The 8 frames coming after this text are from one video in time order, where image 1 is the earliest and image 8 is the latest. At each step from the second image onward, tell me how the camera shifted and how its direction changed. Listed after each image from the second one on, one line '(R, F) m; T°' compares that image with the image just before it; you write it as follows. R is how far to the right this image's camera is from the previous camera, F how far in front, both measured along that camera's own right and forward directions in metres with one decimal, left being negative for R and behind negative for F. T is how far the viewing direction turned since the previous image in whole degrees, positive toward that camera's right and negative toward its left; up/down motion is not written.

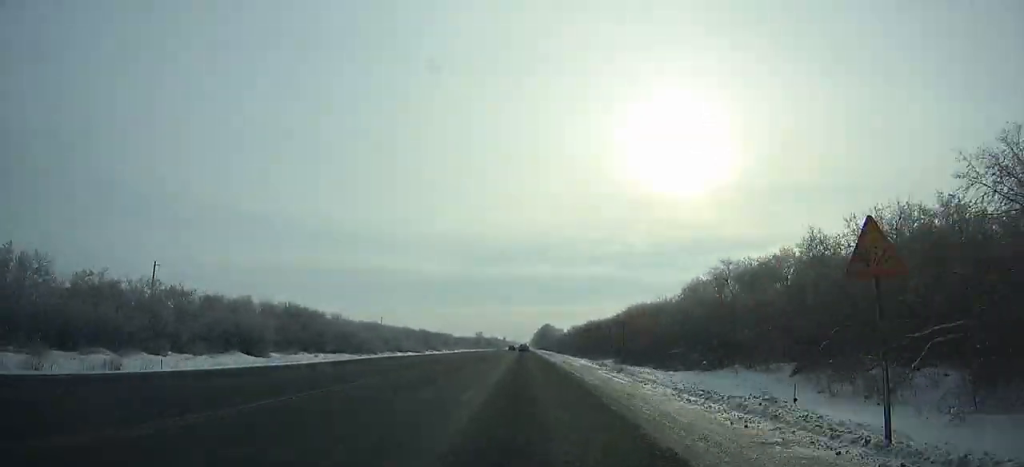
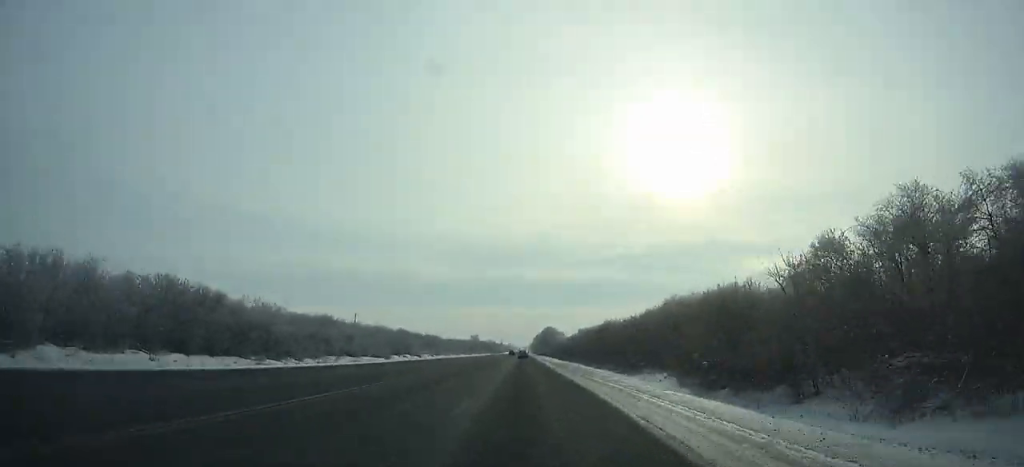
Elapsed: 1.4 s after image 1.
(-1.4, +42.7) m; +2°
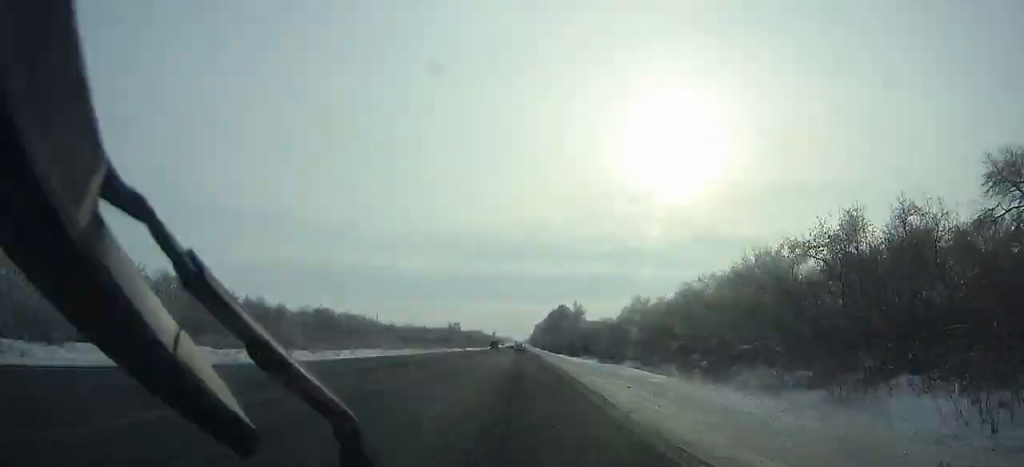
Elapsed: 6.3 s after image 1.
(+29.7, +164.3) m; +14°
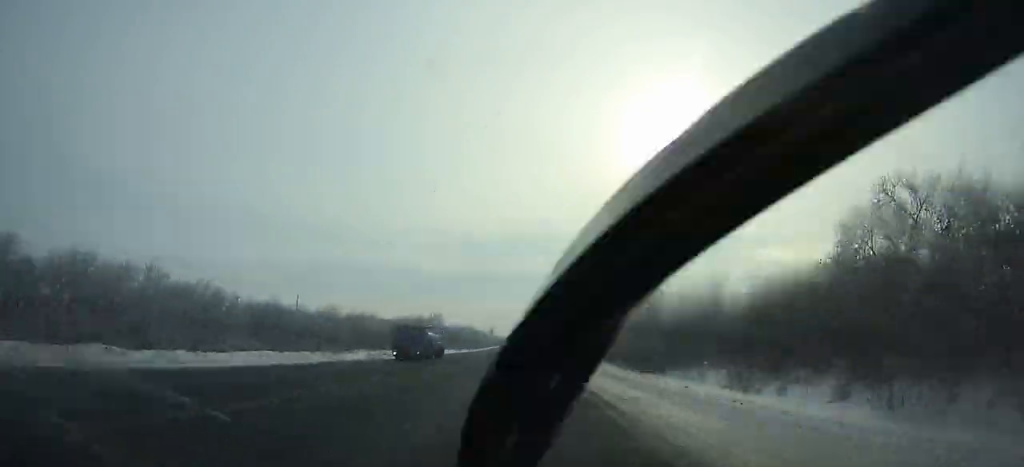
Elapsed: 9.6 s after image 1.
(-2.6, +114.5) m; -29°
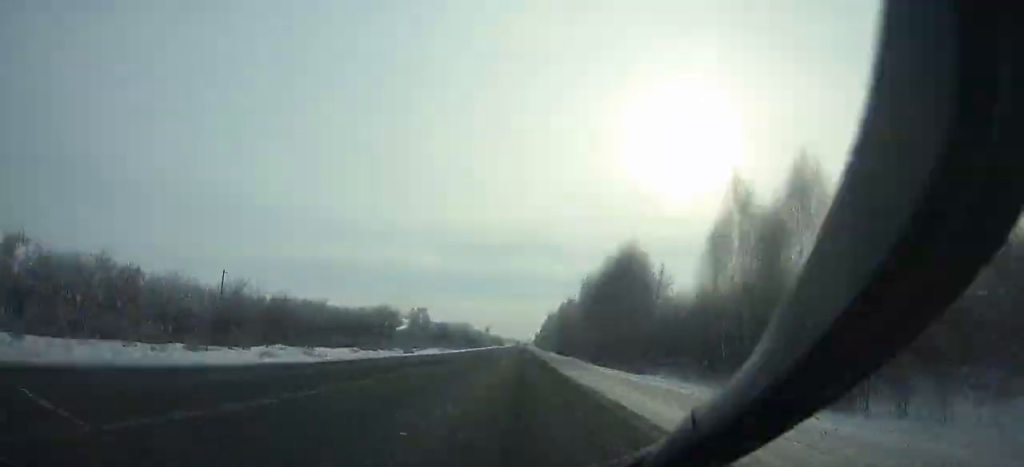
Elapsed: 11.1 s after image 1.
(+3.6, +39.5) m; -19°
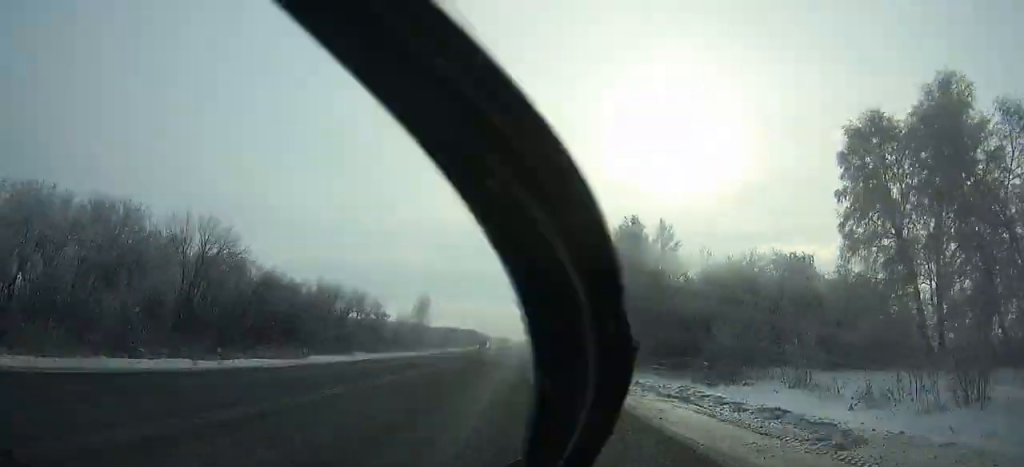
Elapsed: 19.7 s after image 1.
(+30.2, +189.4) m; +30°
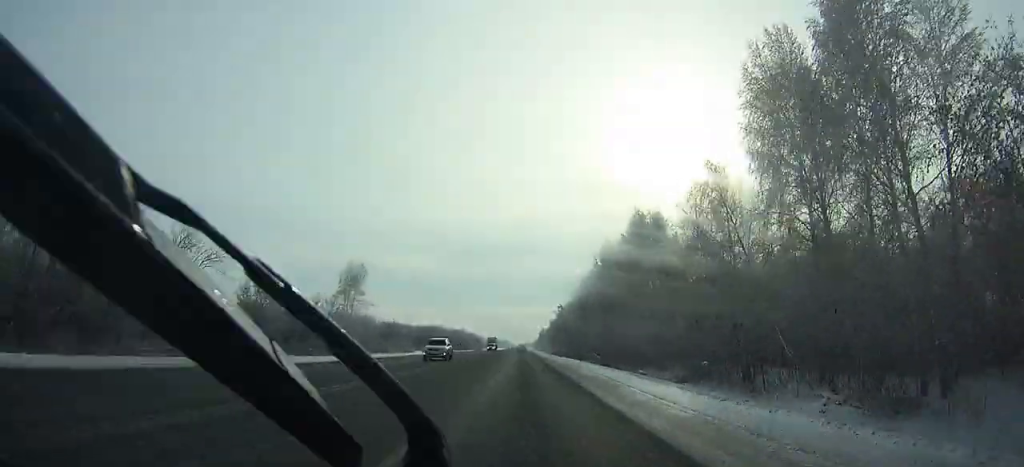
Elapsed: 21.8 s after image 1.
(+0.1, +56.4) m; -1°
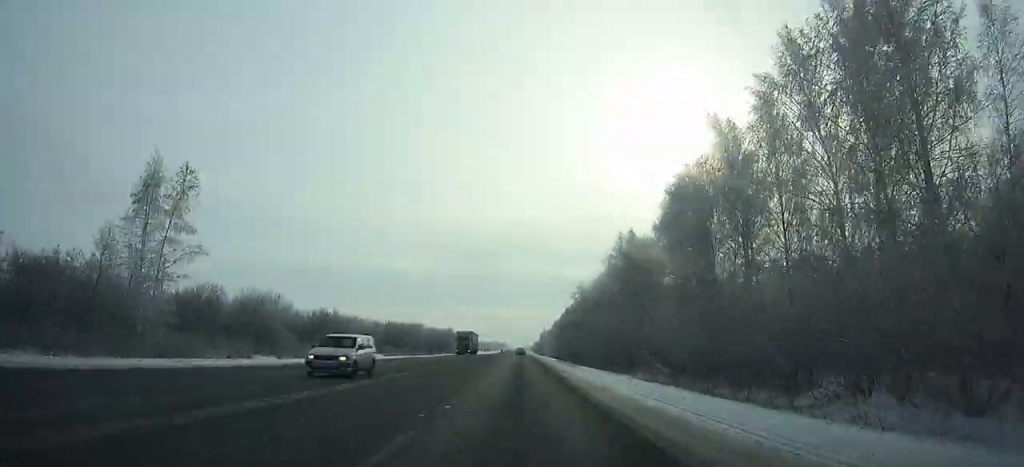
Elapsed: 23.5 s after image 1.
(-0.2, +45.6) m; 0°
